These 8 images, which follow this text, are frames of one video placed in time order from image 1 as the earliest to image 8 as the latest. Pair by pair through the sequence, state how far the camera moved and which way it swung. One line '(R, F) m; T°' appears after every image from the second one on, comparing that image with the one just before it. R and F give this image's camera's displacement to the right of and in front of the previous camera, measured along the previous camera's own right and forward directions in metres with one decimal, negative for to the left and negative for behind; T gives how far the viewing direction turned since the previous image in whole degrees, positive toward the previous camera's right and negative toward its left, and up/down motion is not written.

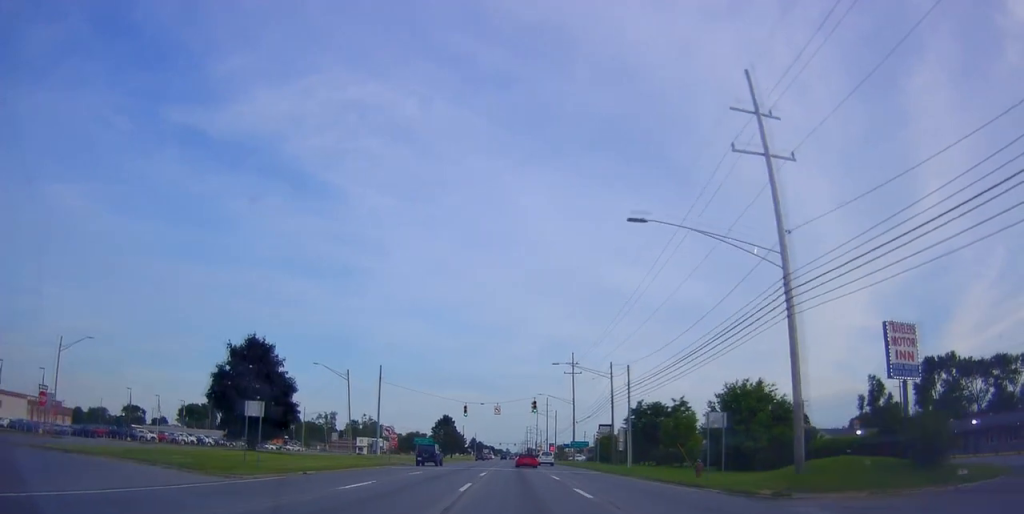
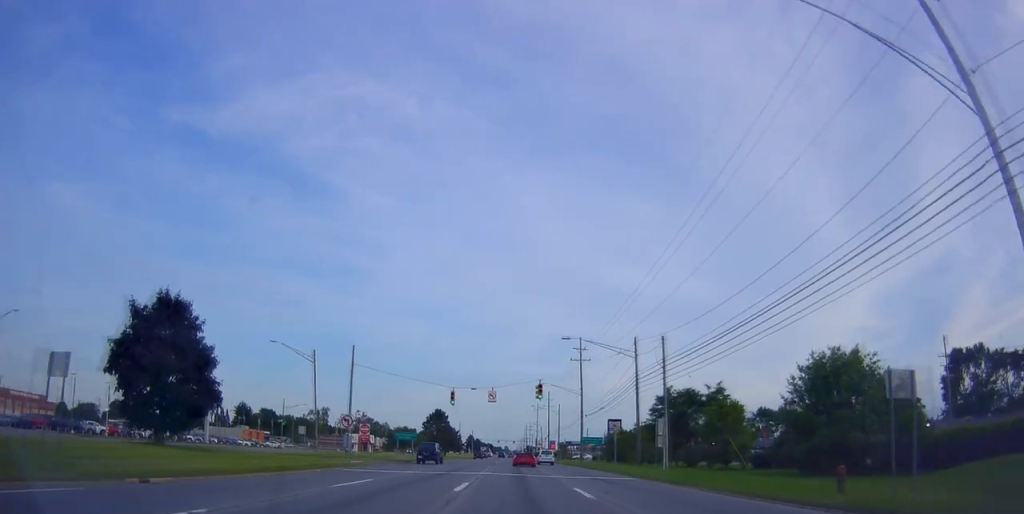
(+0.2, +12.6) m; +1°
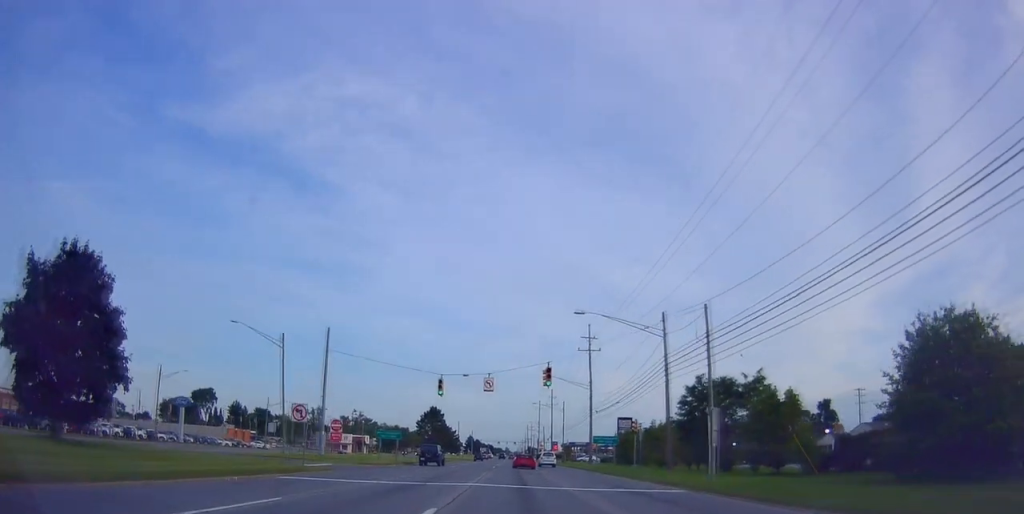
(0.0, +9.0) m; 0°
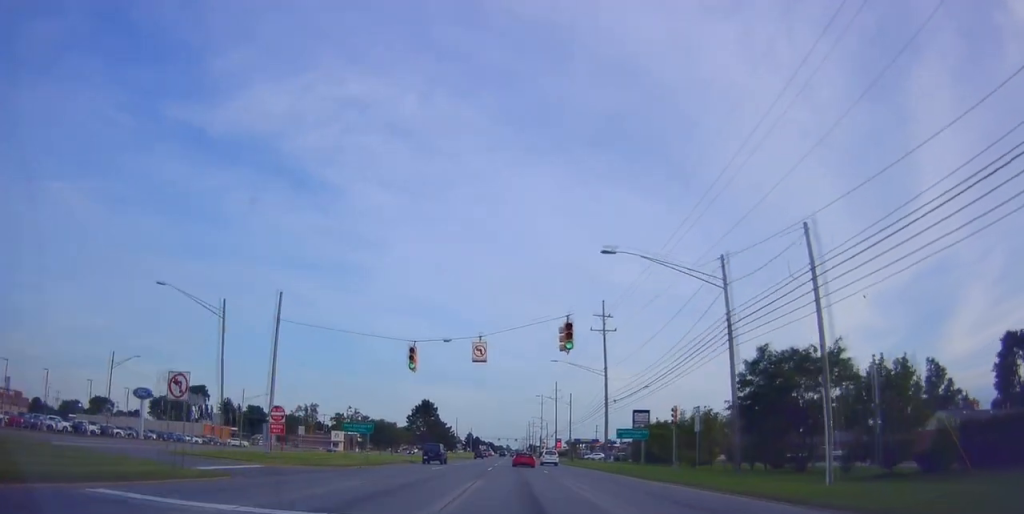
(+0.1, +11.7) m; -1°
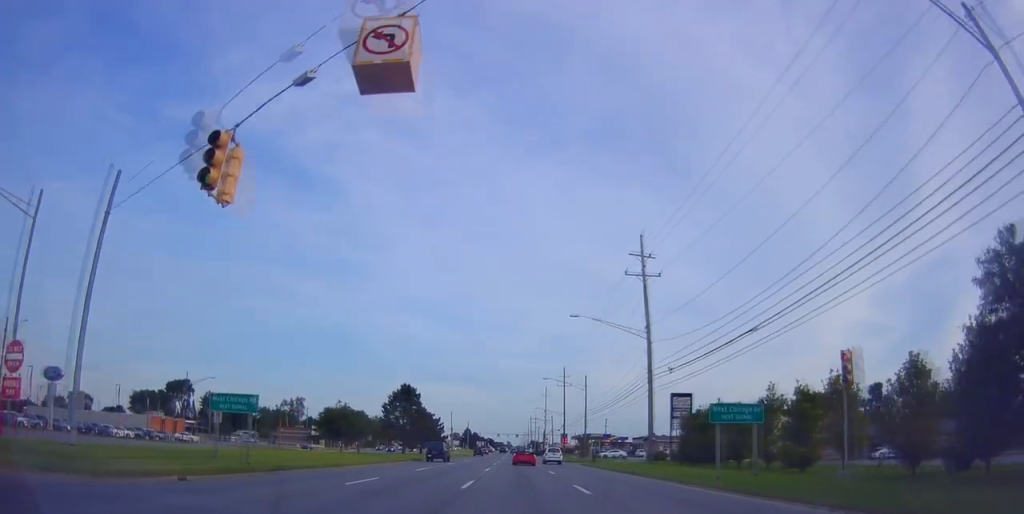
(-0.7, +20.9) m; 0°
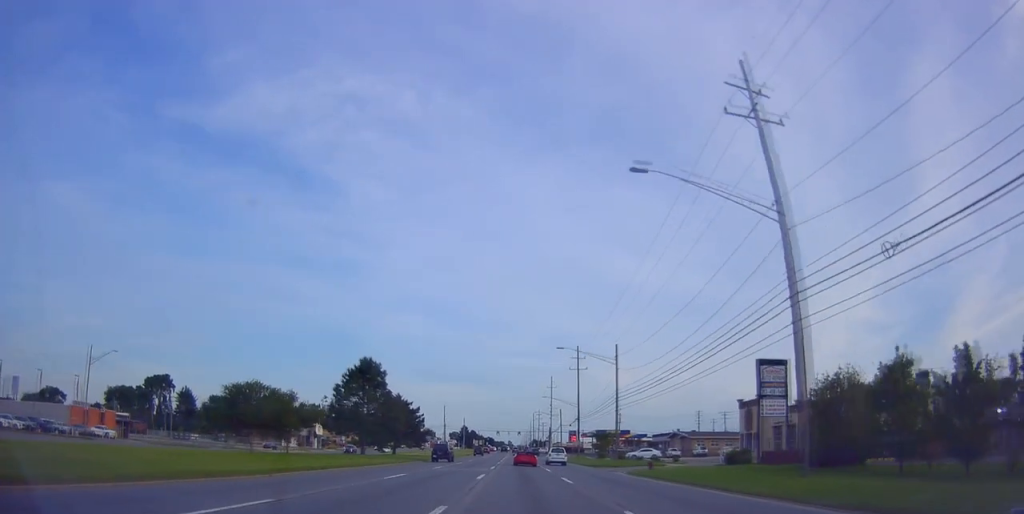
(+0.7, +25.0) m; 0°
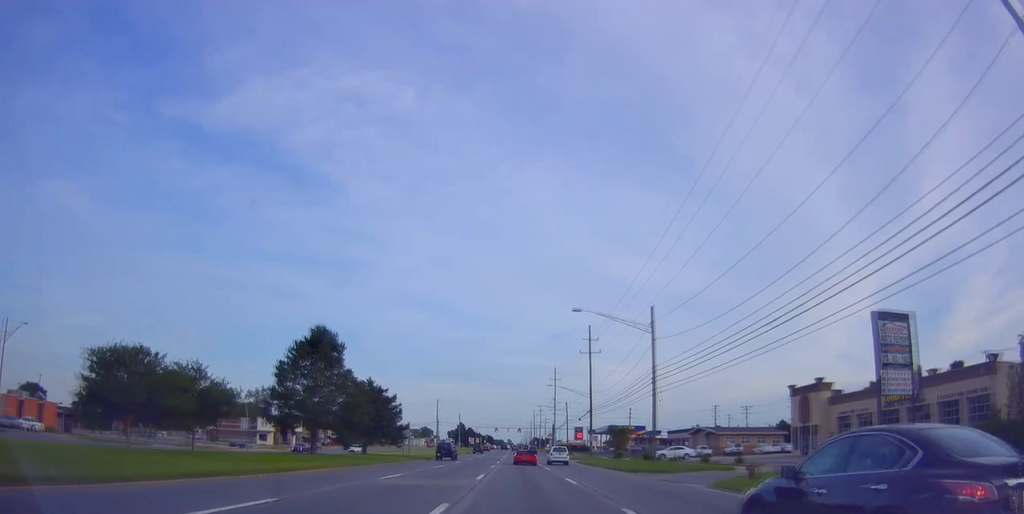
(-0.7, +16.4) m; 0°
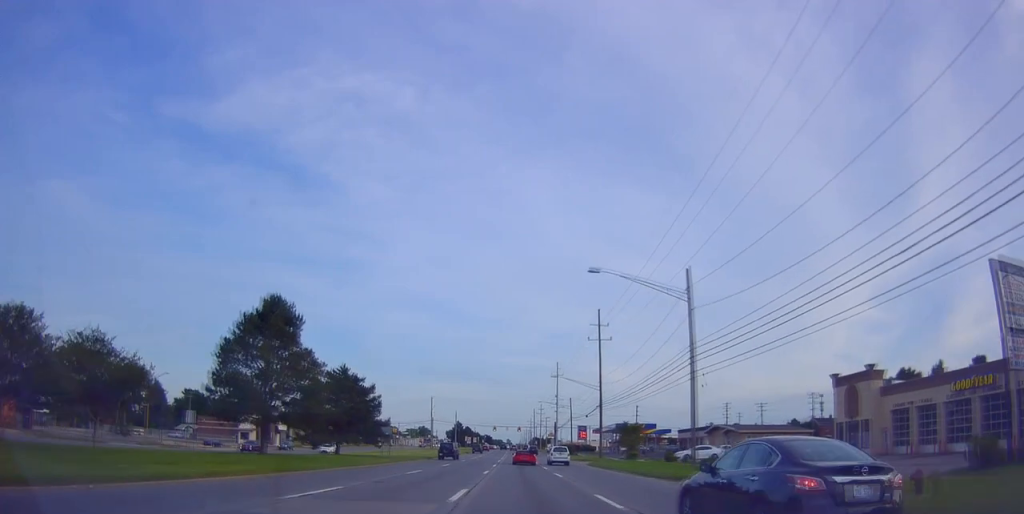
(+0.2, +10.1) m; 0°
